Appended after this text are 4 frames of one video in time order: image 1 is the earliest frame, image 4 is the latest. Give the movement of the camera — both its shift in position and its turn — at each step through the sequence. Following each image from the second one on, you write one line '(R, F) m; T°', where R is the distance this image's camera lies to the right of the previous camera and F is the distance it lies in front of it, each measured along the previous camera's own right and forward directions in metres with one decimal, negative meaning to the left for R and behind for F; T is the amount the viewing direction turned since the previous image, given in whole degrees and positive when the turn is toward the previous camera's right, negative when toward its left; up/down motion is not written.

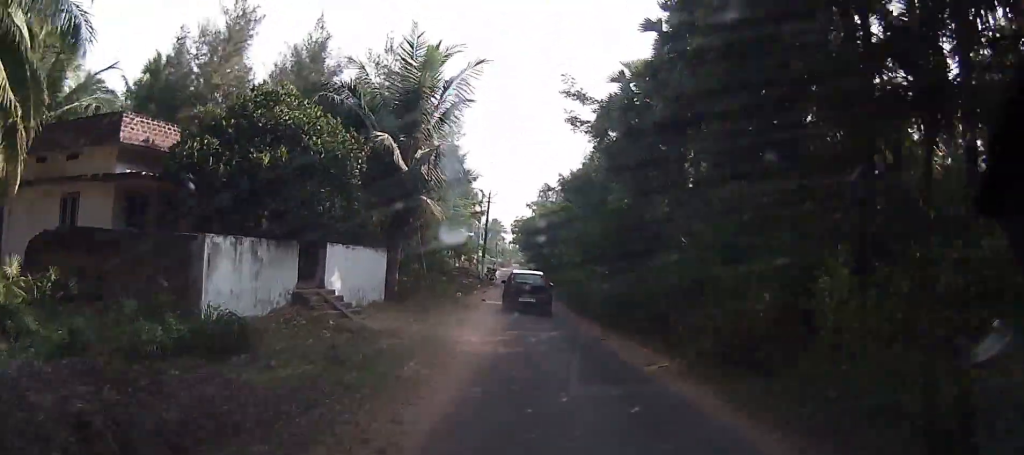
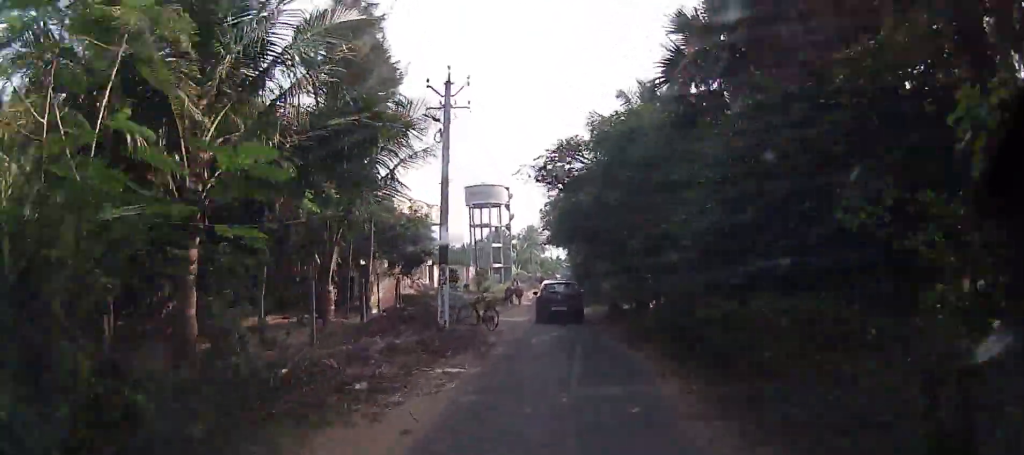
(-1.3, +31.3) m; -2°
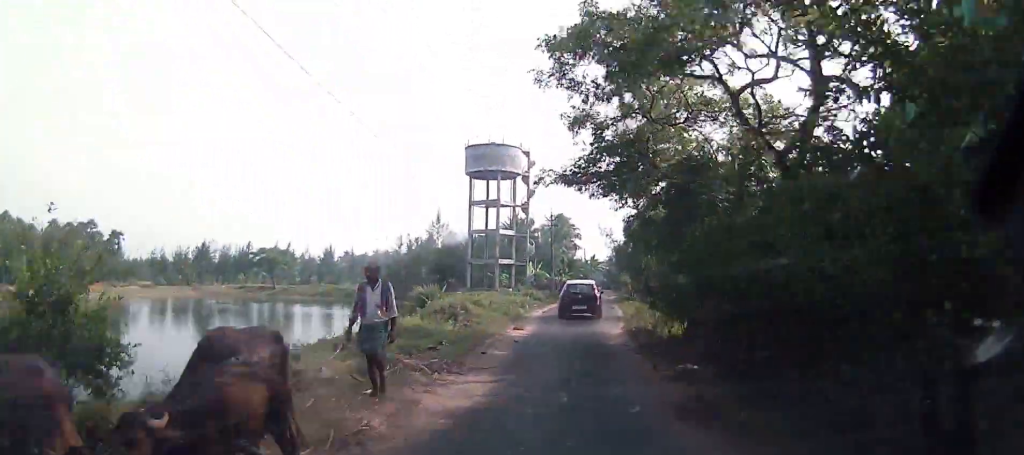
(-2.3, +33.5) m; -5°
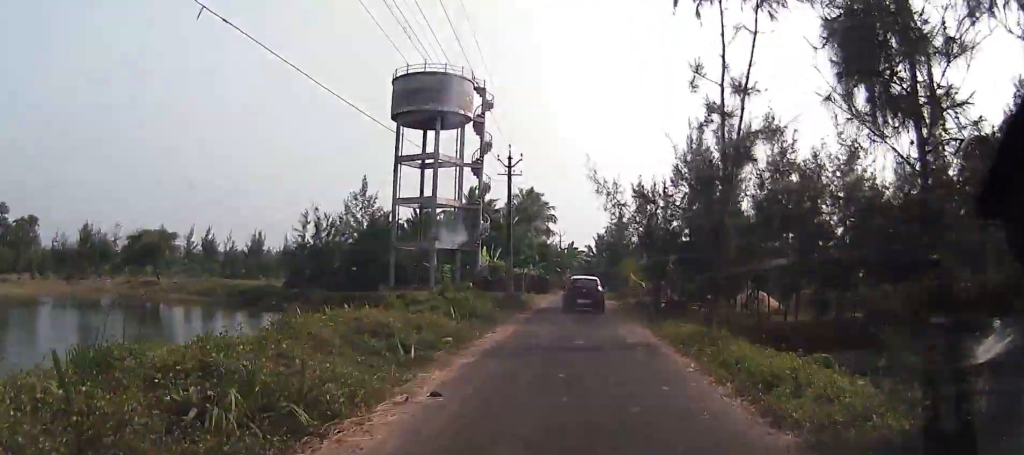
(+0.2, +23.8) m; +1°
